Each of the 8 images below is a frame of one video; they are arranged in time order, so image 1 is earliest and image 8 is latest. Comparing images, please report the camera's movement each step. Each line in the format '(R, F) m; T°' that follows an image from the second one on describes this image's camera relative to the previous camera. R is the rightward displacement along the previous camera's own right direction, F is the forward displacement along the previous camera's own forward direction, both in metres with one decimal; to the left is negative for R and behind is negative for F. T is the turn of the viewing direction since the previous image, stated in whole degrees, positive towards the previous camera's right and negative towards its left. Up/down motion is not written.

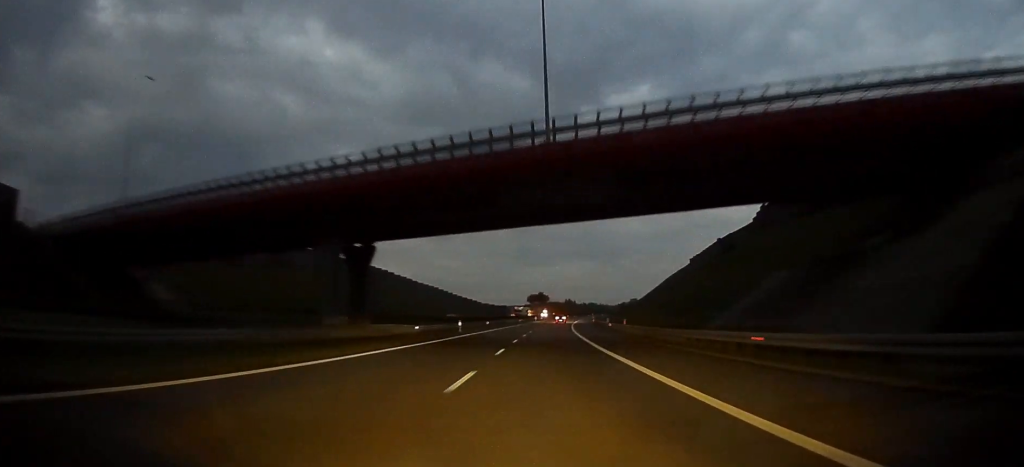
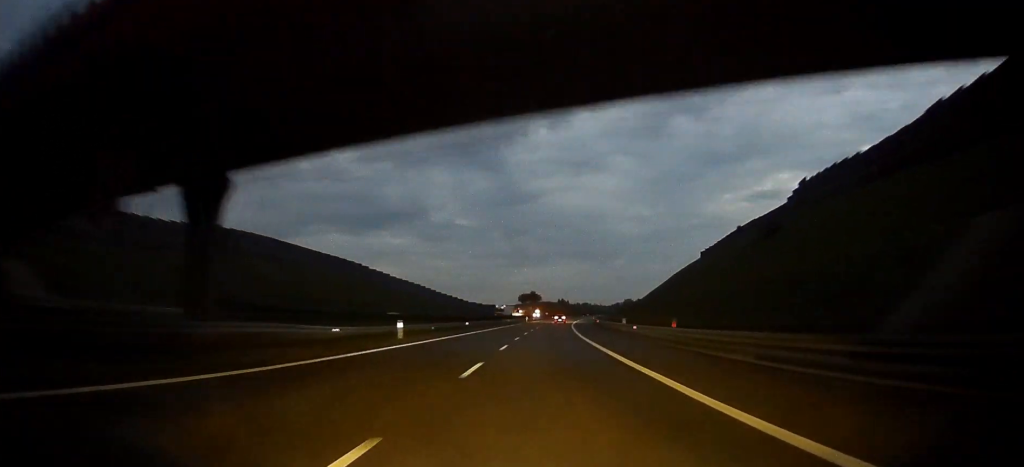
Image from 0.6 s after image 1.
(+0.2, +21.3) m; +1°
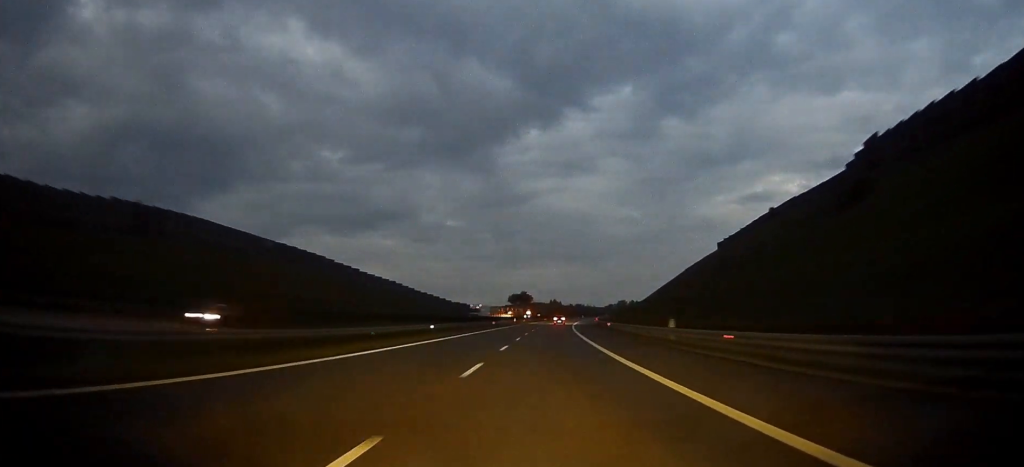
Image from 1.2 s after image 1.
(+0.1, +23.8) m; +1°
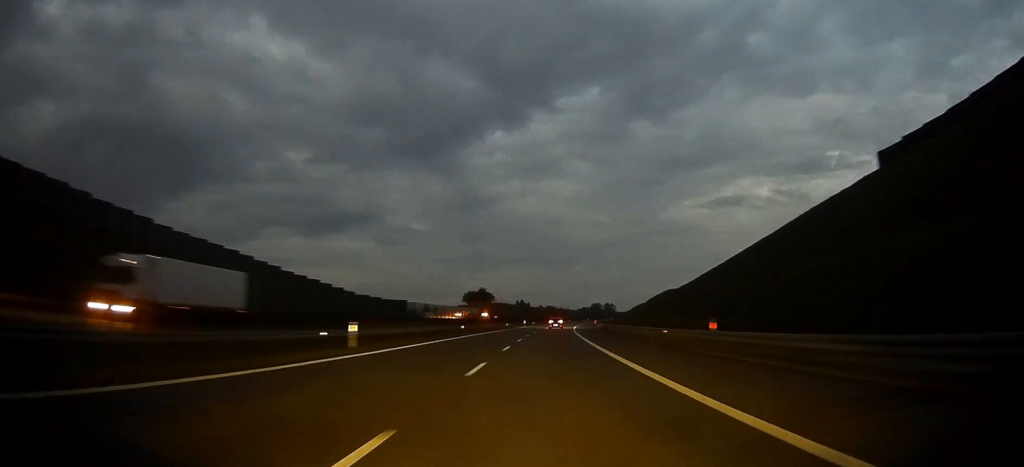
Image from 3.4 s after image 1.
(+2.2, +83.3) m; +3°
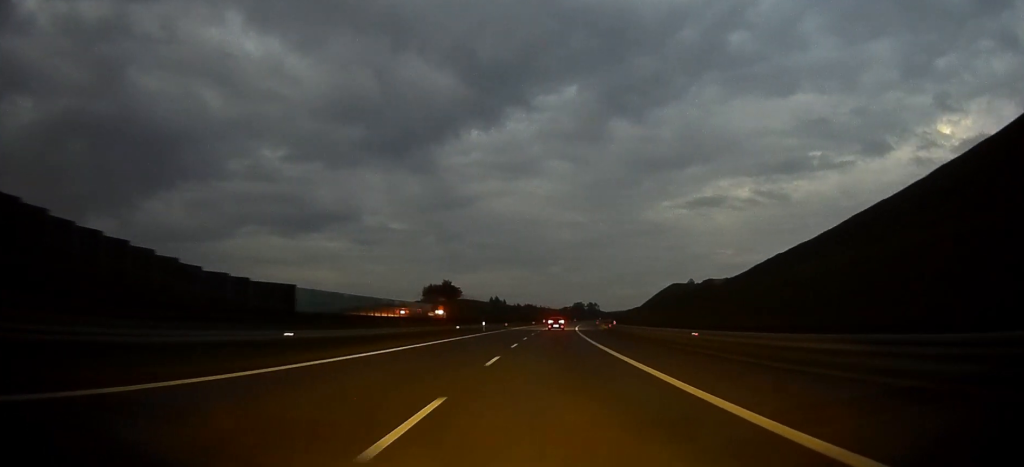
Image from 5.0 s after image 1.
(+1.0, +56.7) m; +2°
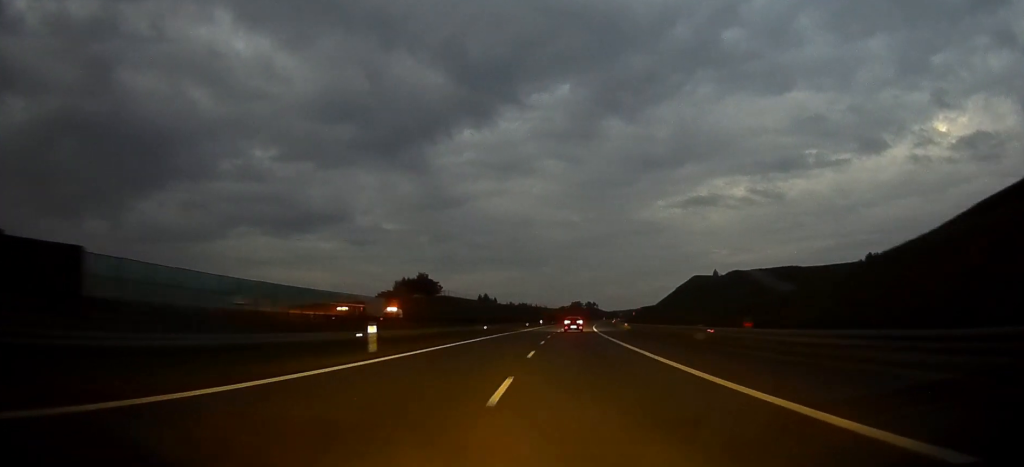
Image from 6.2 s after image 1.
(+0.4, +44.3) m; +1°
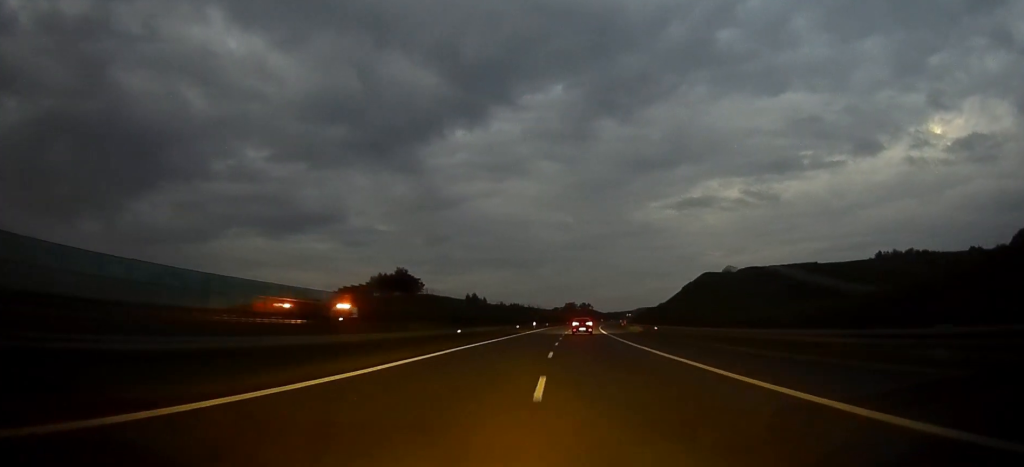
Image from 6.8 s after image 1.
(0.0, +23.4) m; 0°
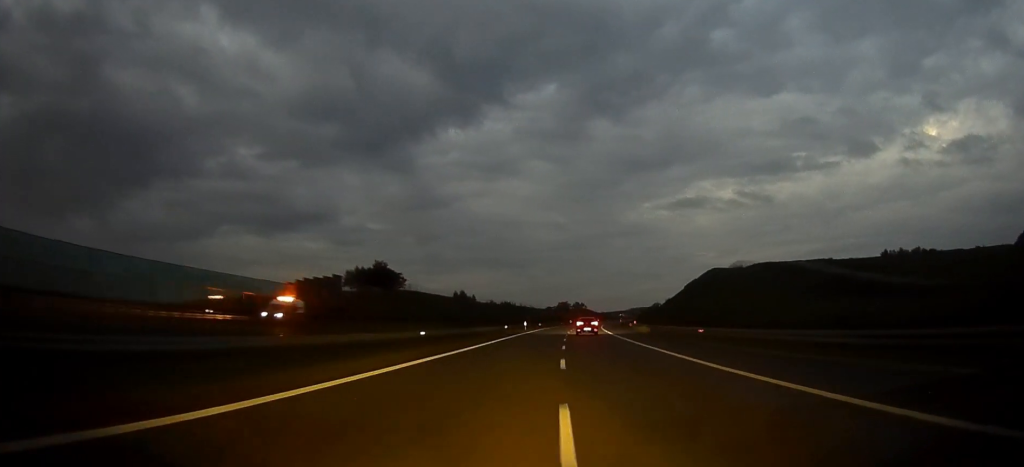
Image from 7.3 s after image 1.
(0.0, +17.2) m; 0°
